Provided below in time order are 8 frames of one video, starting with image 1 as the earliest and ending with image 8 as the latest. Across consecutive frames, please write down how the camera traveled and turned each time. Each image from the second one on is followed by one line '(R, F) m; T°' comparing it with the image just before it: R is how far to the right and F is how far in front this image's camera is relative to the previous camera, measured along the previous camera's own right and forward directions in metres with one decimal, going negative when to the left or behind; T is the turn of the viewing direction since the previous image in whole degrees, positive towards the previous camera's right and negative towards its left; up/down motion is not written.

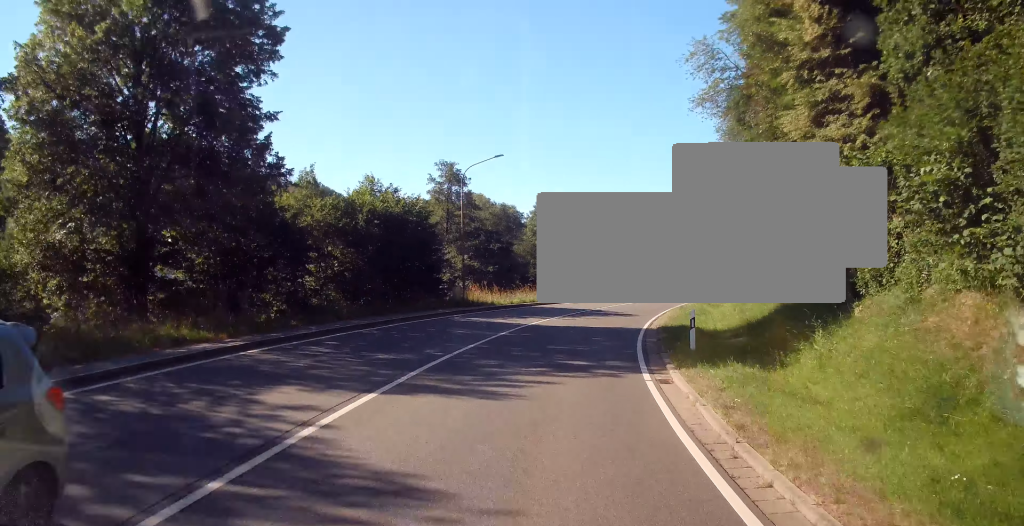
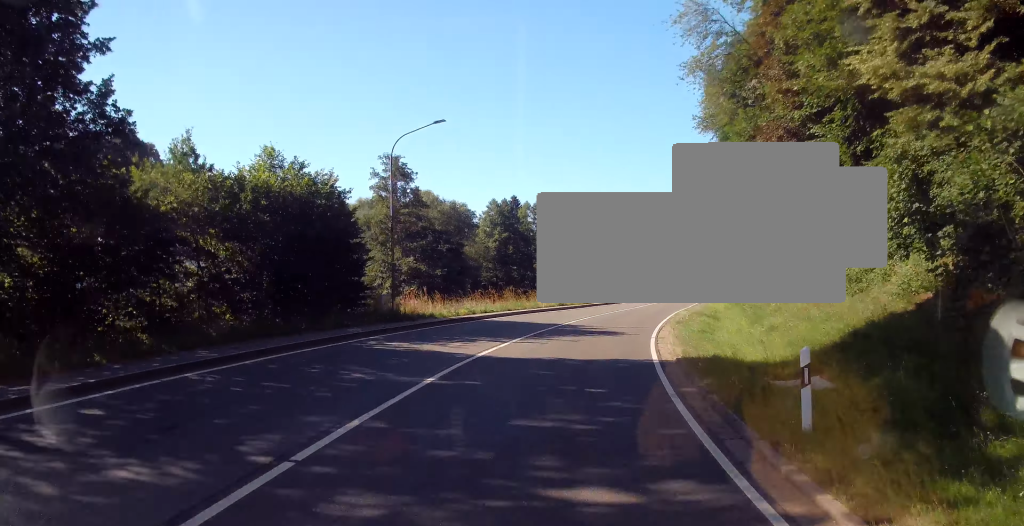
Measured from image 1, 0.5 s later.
(0.0, +8.3) m; +4°
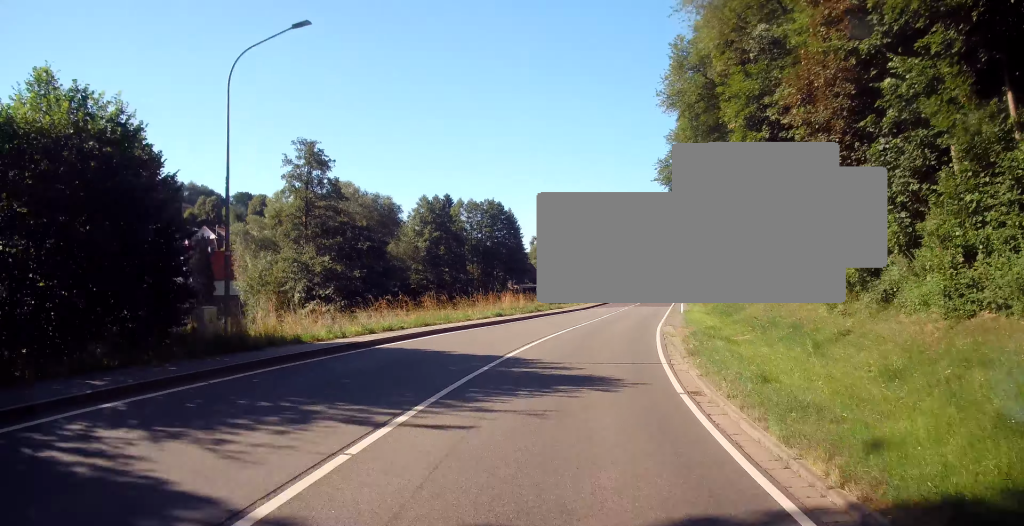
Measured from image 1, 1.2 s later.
(+0.9, +9.9) m; +5°
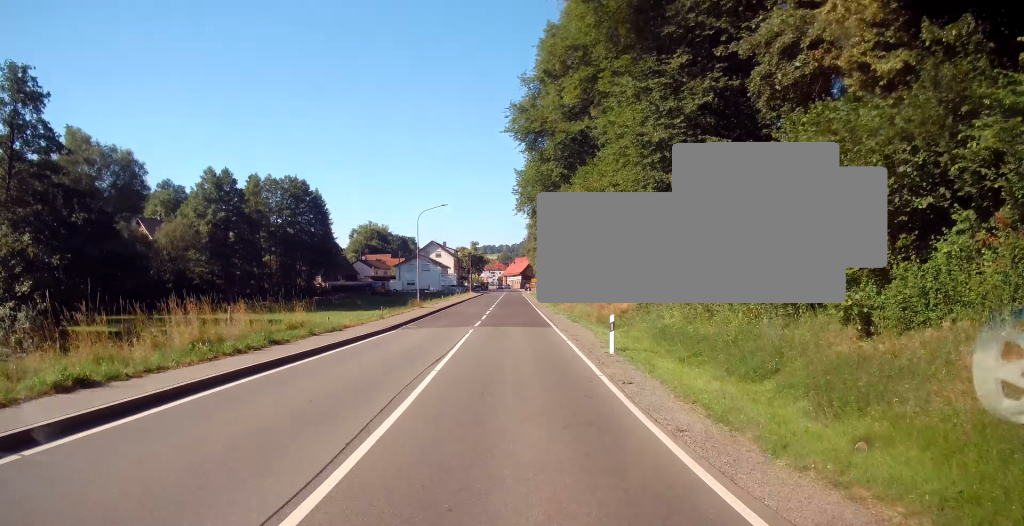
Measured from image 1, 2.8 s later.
(+2.3, +22.0) m; +12°
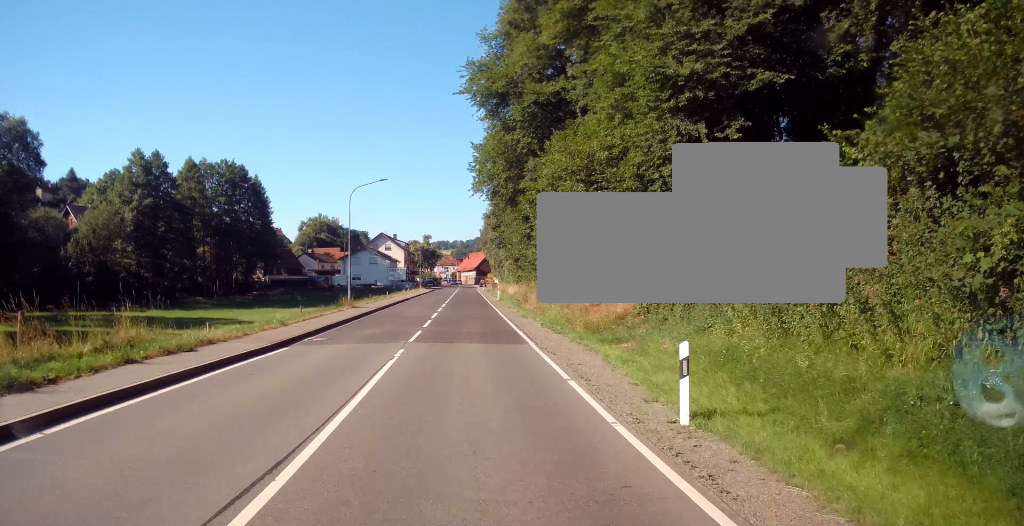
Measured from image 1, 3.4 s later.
(+0.4, +8.6) m; +4°
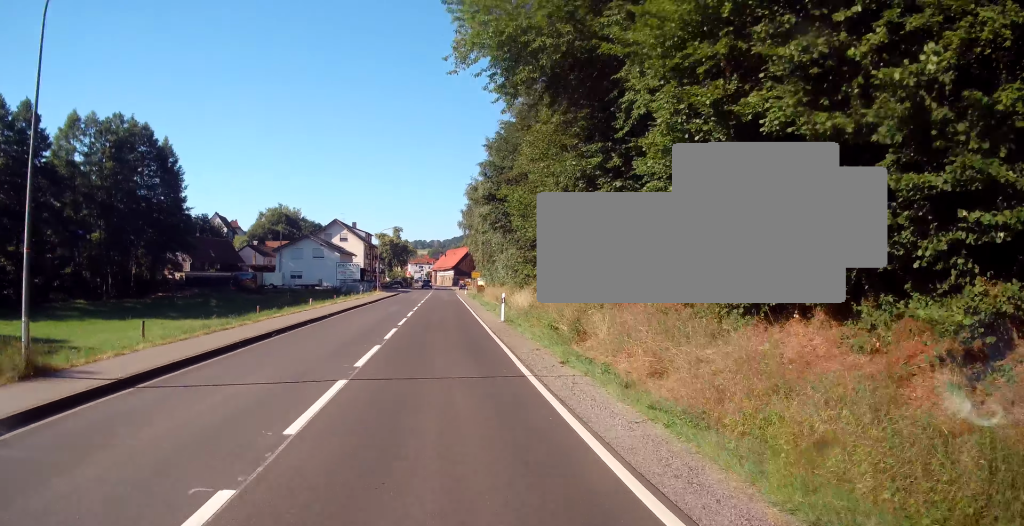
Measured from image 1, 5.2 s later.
(+0.9, +27.4) m; +1°
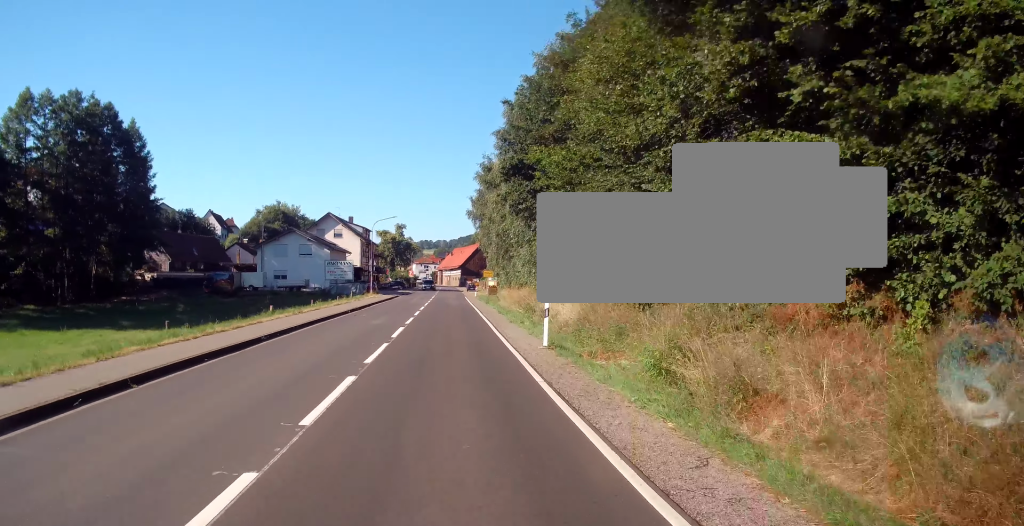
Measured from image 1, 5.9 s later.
(-0.1, +11.6) m; -1°
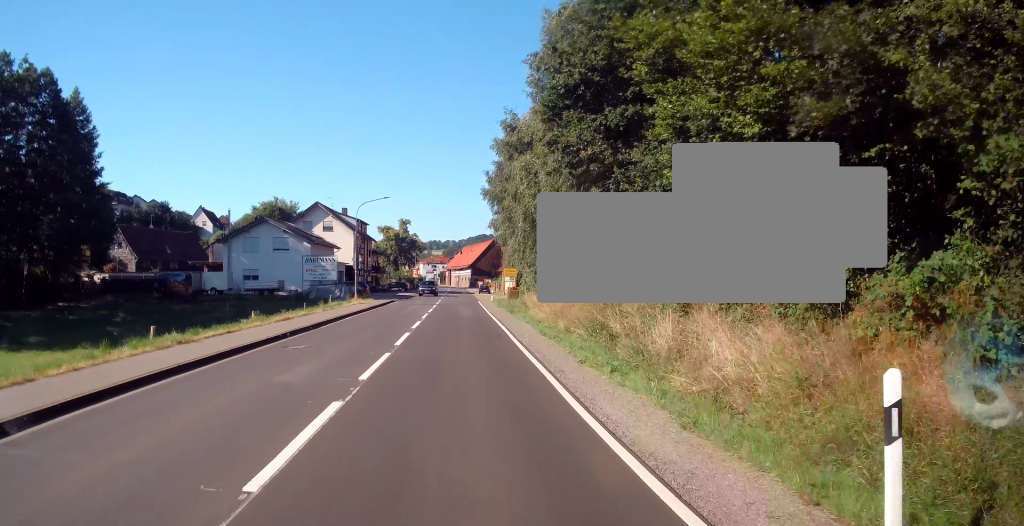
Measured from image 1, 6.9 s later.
(0.0, +13.9) m; 0°
